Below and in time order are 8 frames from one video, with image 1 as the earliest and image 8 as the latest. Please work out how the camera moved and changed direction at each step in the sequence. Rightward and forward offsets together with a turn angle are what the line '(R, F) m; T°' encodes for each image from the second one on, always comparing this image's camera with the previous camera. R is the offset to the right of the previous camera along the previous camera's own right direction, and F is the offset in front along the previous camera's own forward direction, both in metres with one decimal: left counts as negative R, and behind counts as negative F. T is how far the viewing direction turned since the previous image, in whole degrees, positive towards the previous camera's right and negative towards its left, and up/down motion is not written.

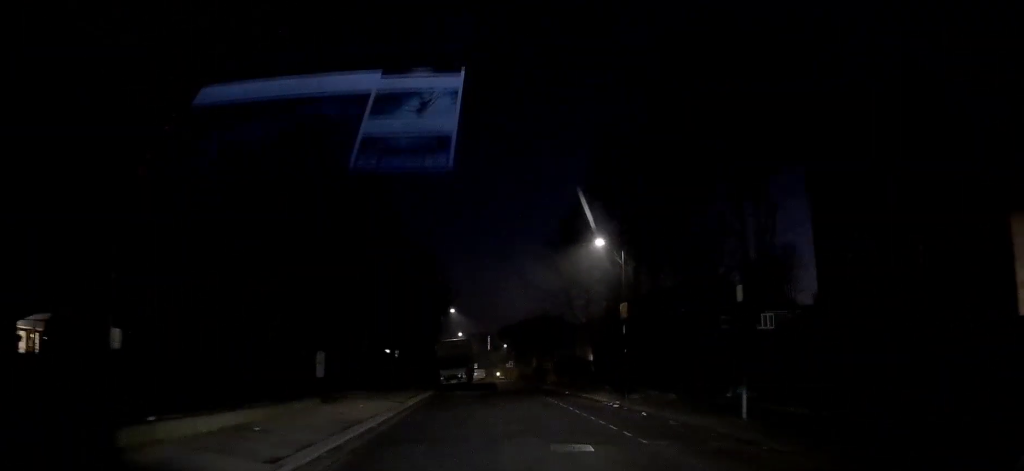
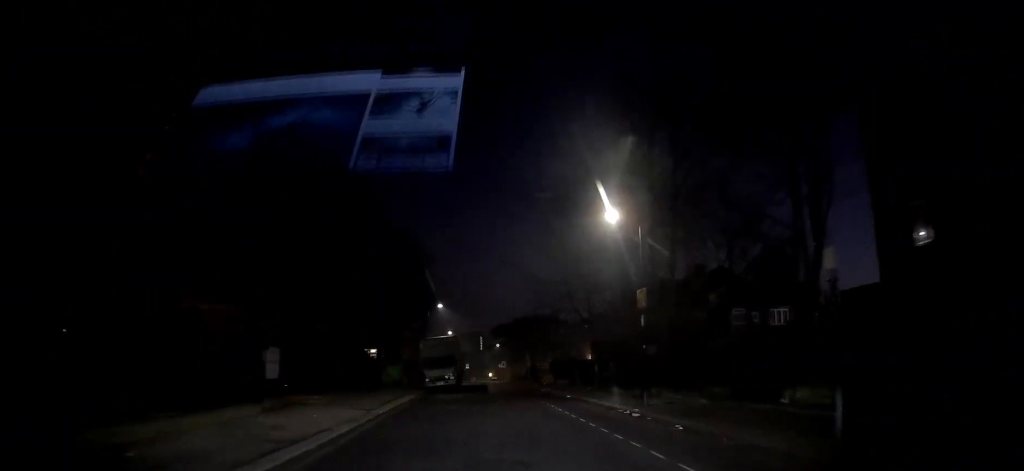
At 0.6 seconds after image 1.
(0.0, +4.3) m; -1°
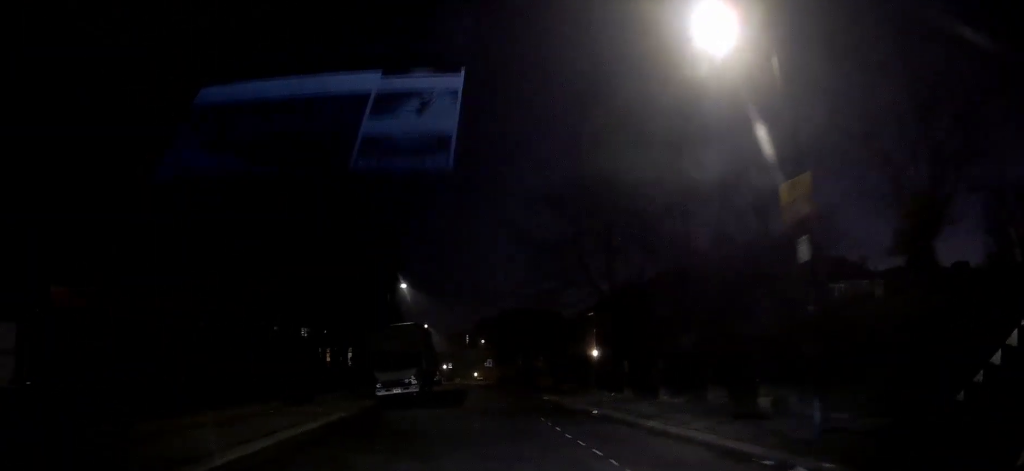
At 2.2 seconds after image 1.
(-0.3, +12.0) m; 0°
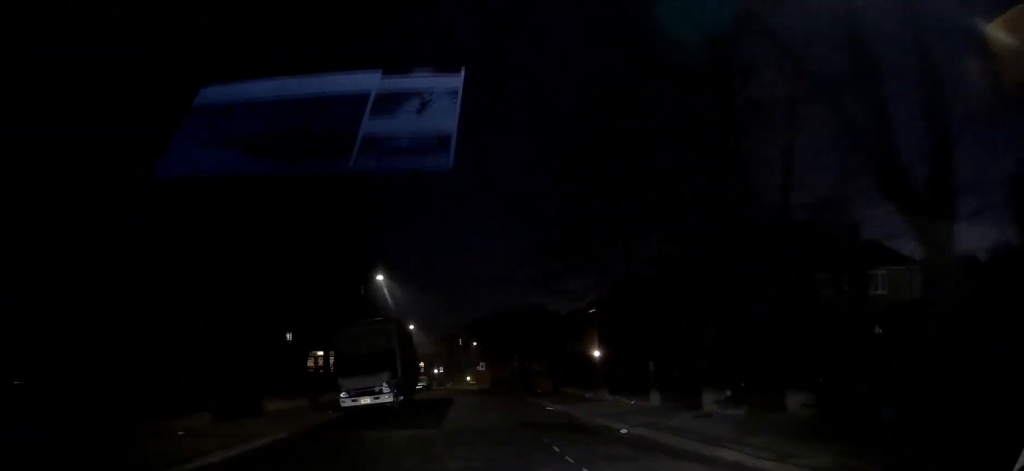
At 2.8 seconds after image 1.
(0.0, +5.1) m; 0°
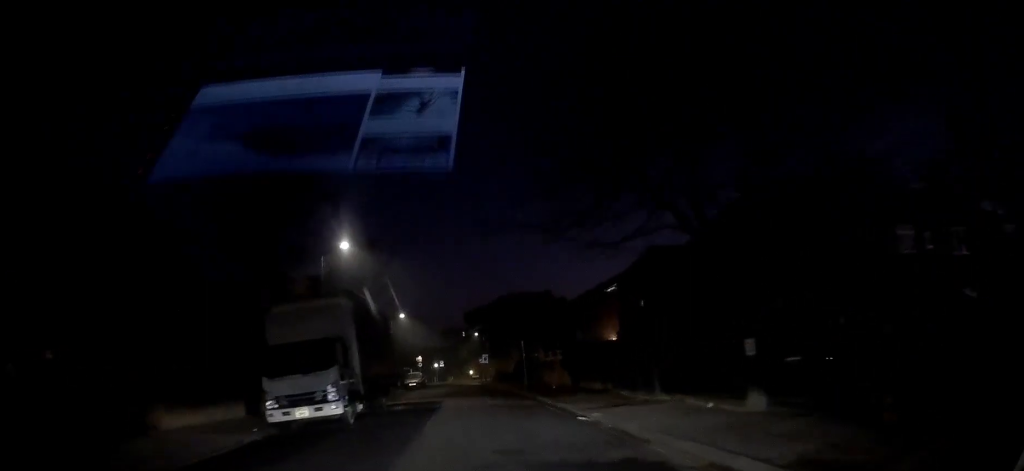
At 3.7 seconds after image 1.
(+0.2, +7.6) m; -1°
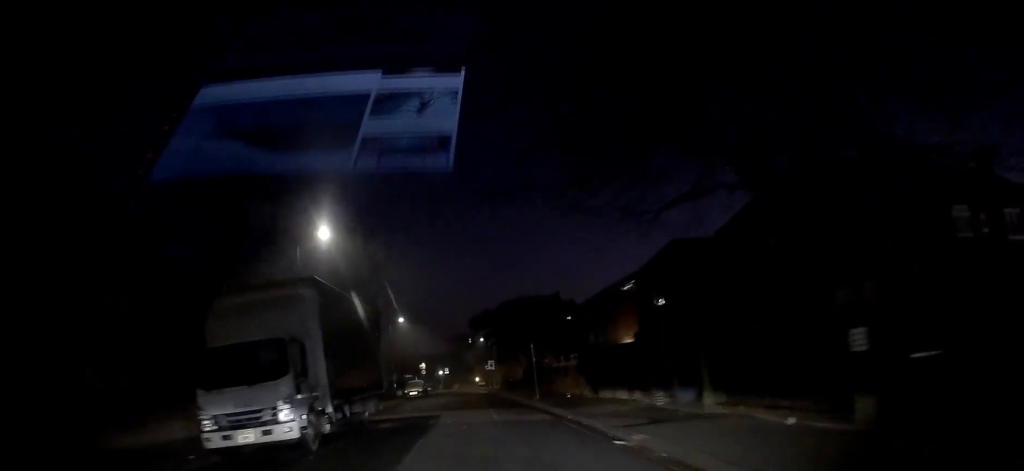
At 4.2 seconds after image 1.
(-0.2, +3.8) m; -1°
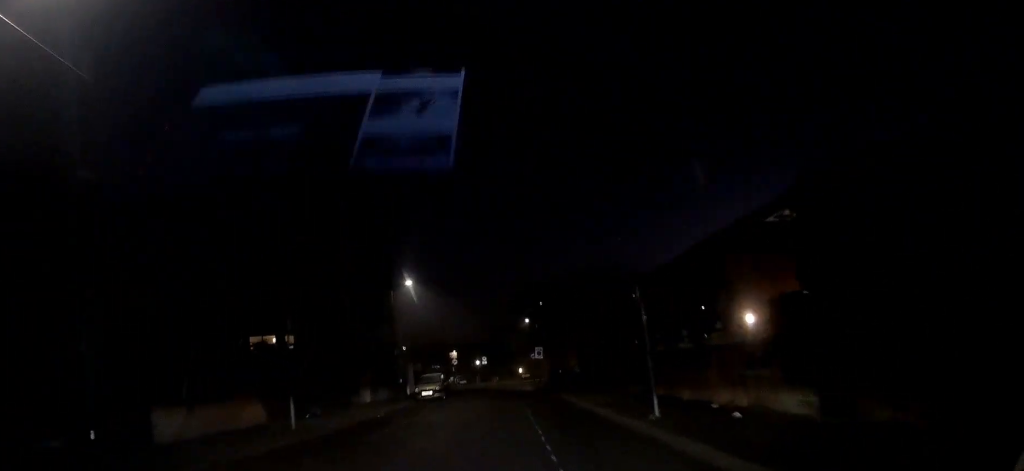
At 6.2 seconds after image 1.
(-0.3, +17.1) m; -2°
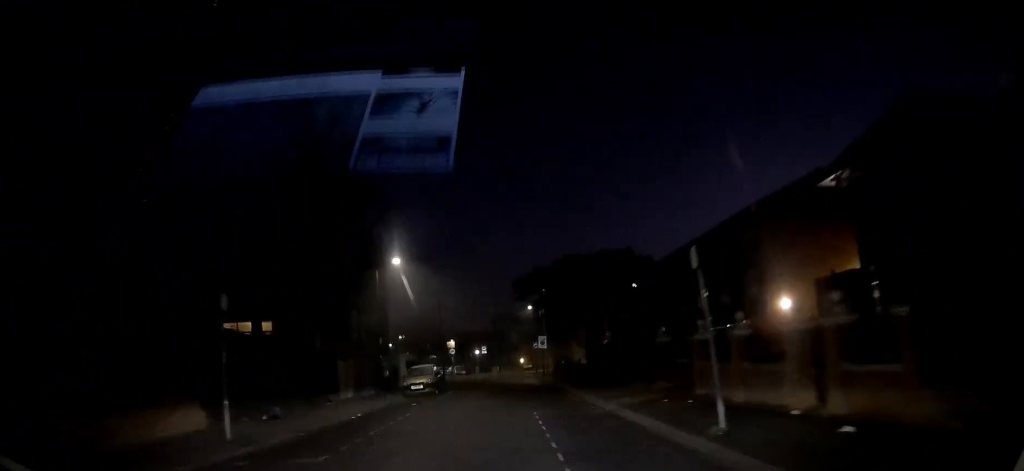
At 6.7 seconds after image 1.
(0.0, +4.5) m; 0°
